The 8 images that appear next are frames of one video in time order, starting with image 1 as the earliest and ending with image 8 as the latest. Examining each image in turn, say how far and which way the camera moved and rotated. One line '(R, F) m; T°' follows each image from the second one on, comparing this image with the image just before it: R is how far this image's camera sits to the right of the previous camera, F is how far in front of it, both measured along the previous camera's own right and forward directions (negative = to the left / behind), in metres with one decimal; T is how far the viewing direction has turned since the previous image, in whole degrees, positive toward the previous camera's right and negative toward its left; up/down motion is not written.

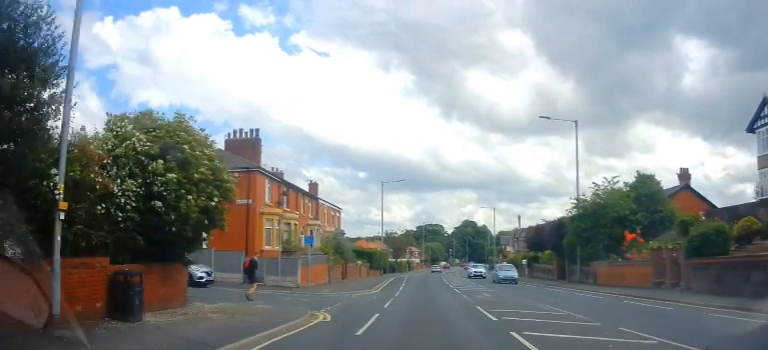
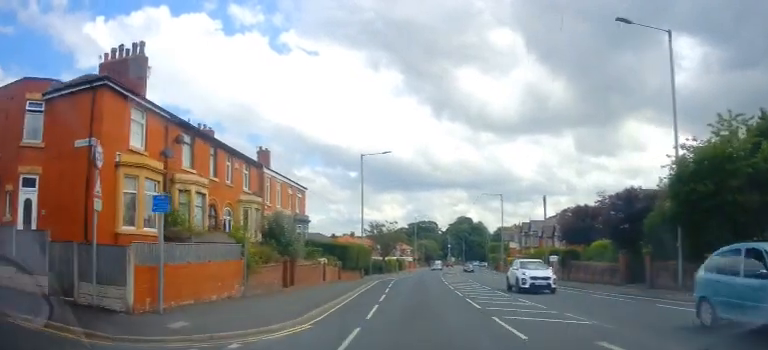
(-0.2, +15.1) m; 0°
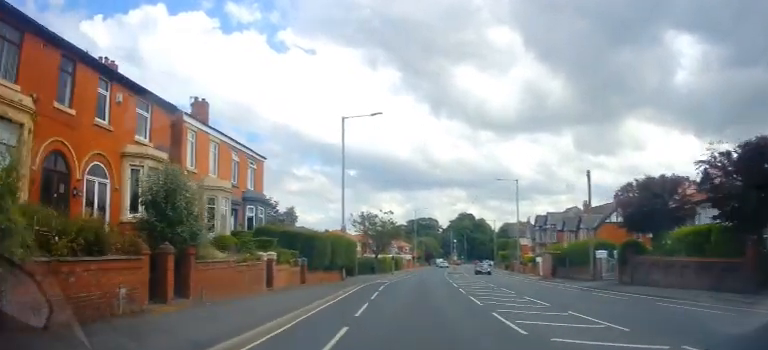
(+0.2, +12.0) m; +1°
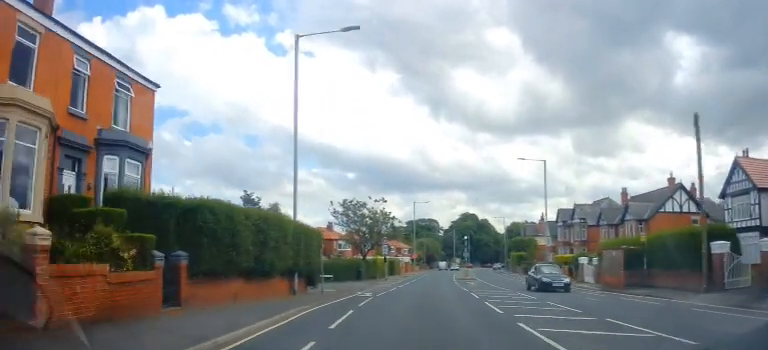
(0.0, +13.8) m; -1°
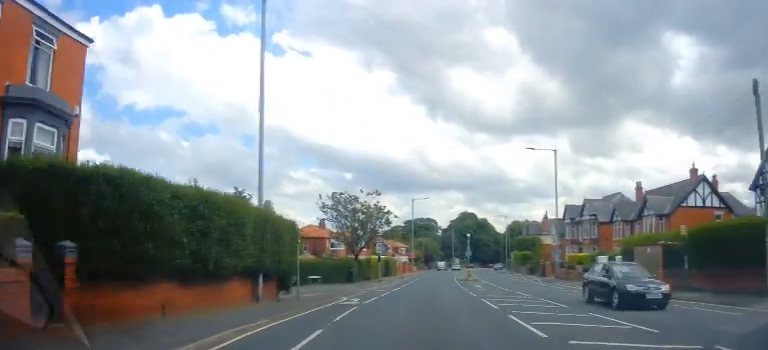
(-0.1, +4.8) m; 0°
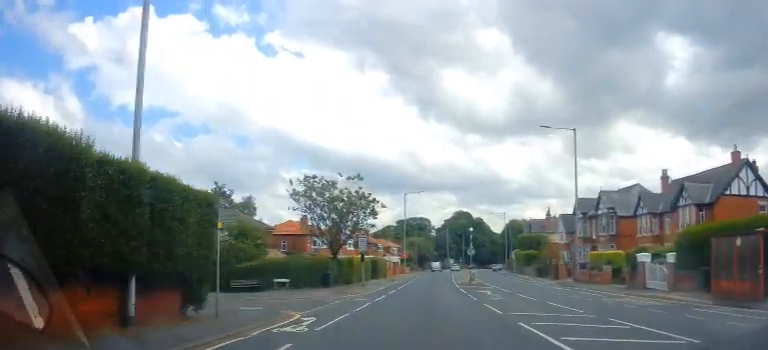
(+0.1, +7.7) m; +1°
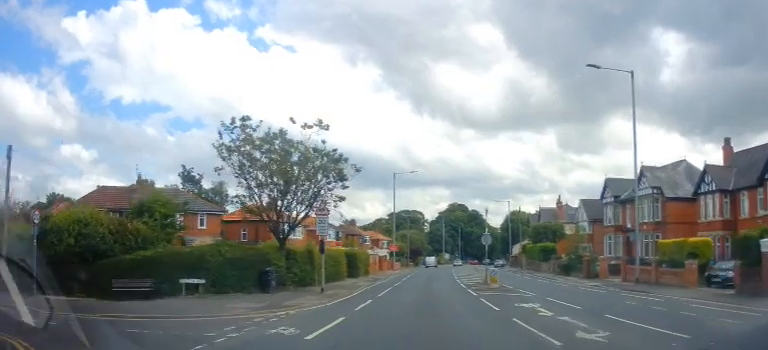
(+0.2, +11.9) m; +2°
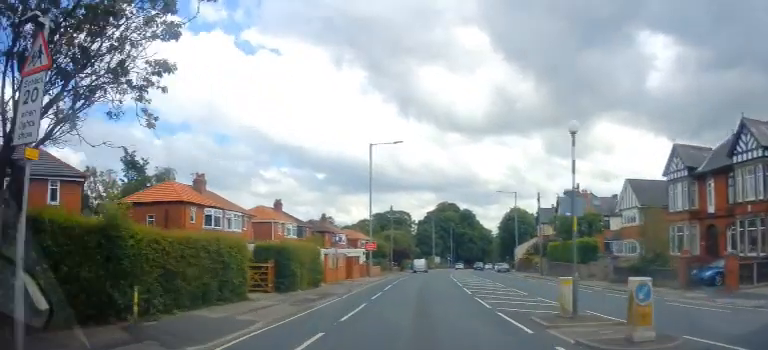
(+0.2, +15.9) m; 0°
